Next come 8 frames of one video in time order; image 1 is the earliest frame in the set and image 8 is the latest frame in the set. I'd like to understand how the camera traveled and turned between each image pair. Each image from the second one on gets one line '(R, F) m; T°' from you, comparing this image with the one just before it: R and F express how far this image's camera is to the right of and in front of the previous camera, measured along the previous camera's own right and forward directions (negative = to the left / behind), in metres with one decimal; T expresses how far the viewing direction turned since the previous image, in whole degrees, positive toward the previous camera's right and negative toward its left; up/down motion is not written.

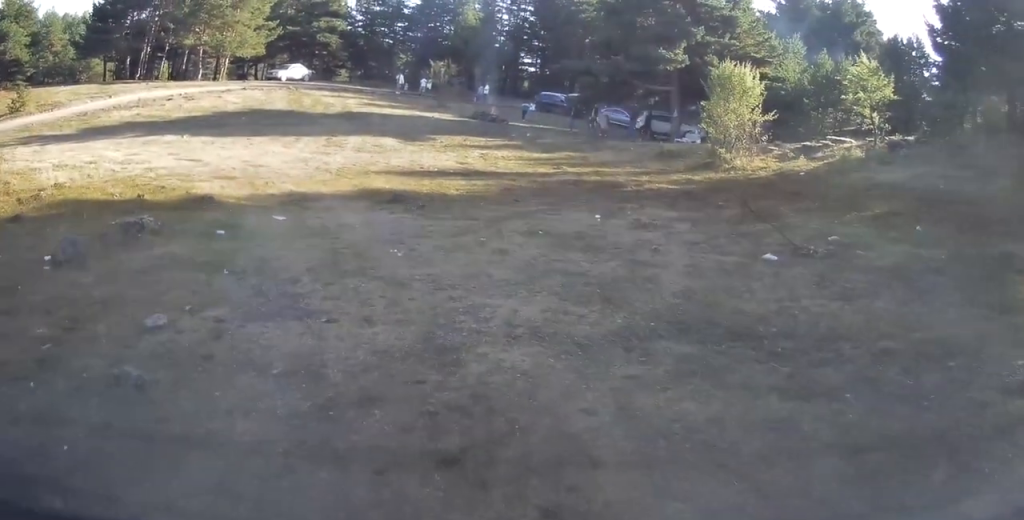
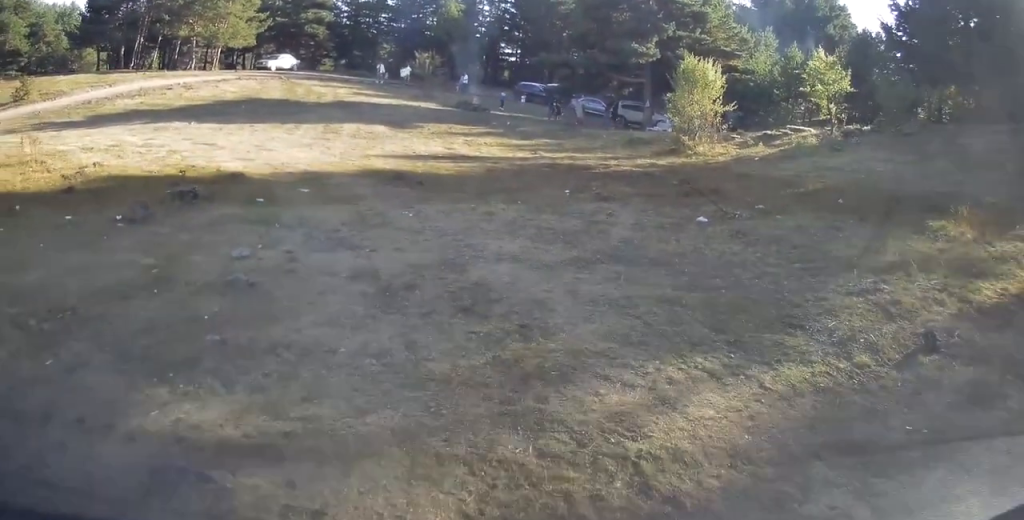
(+0.2, +1.7) m; +6°
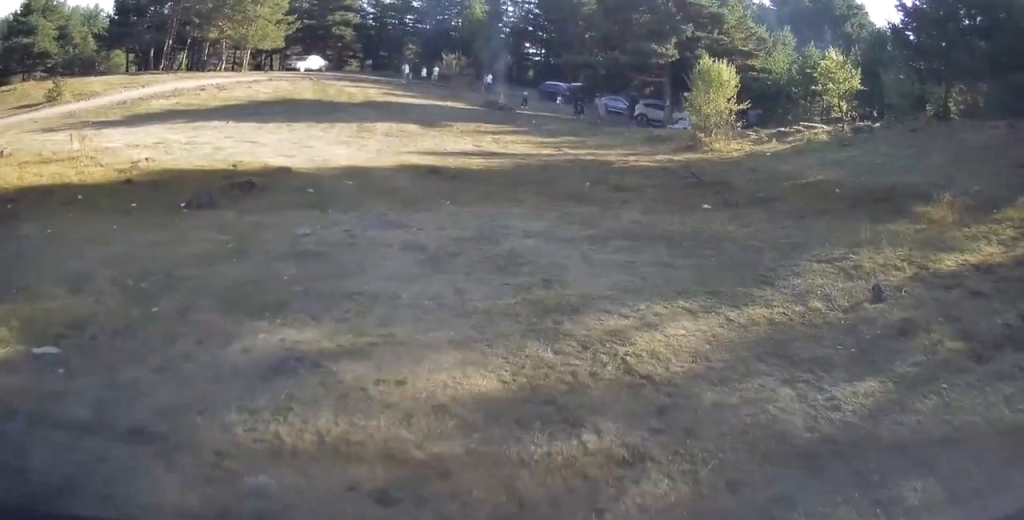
(0.0, +1.1) m; -3°
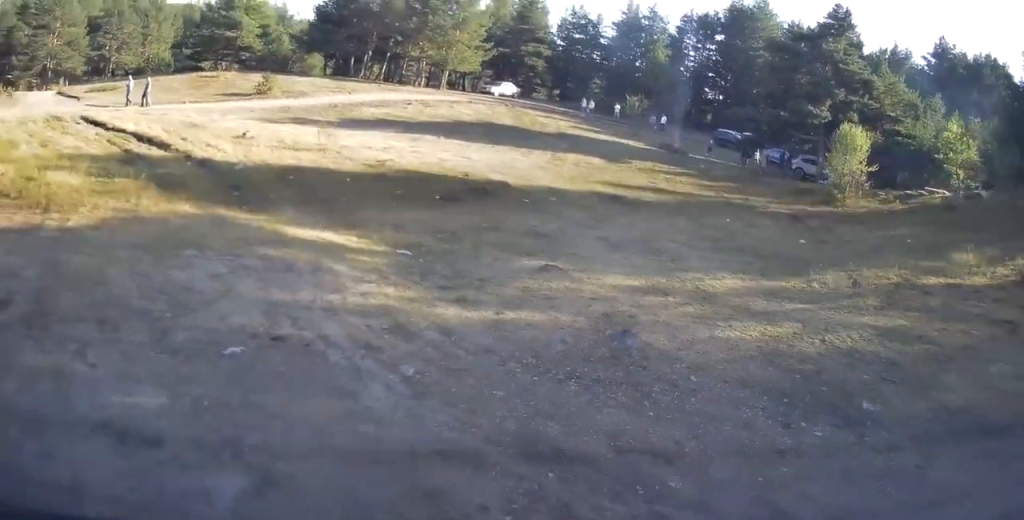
(-0.8, +4.0) m; -20°
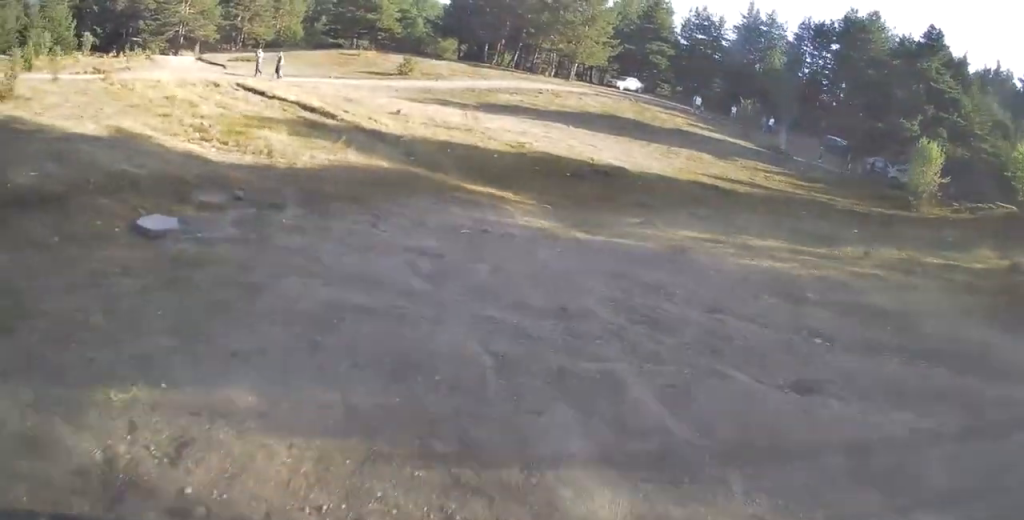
(-0.1, +3.7) m; -6°
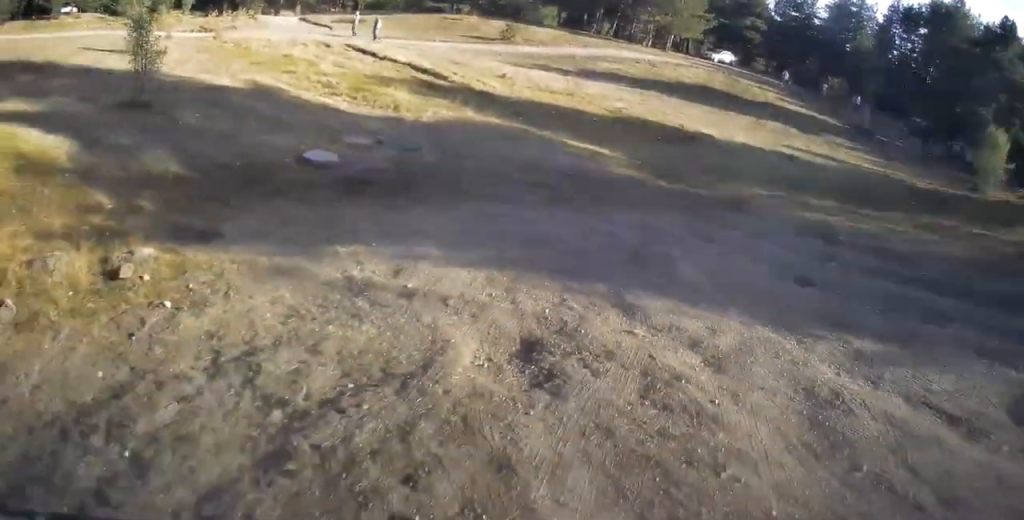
(-0.1, +2.1) m; -8°
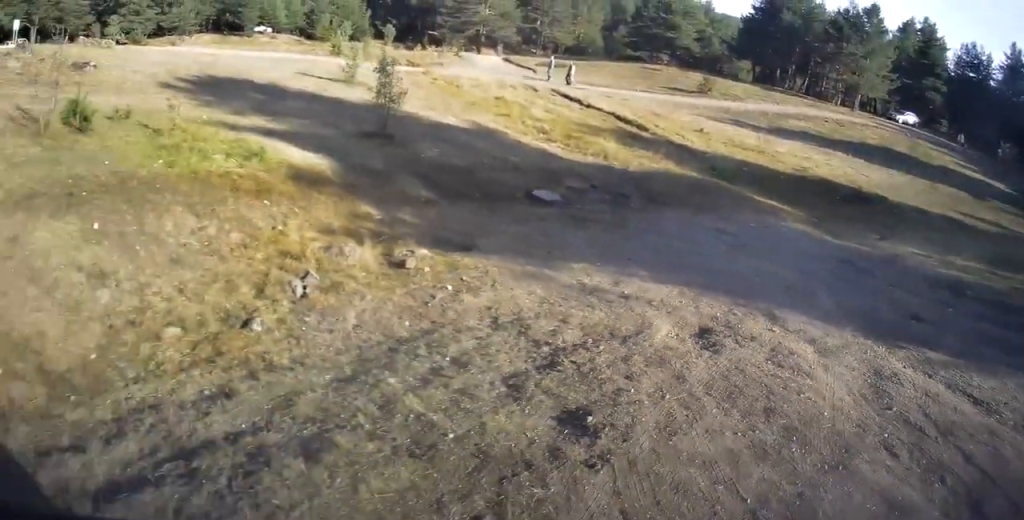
(-0.1, +2.2) m; -13°
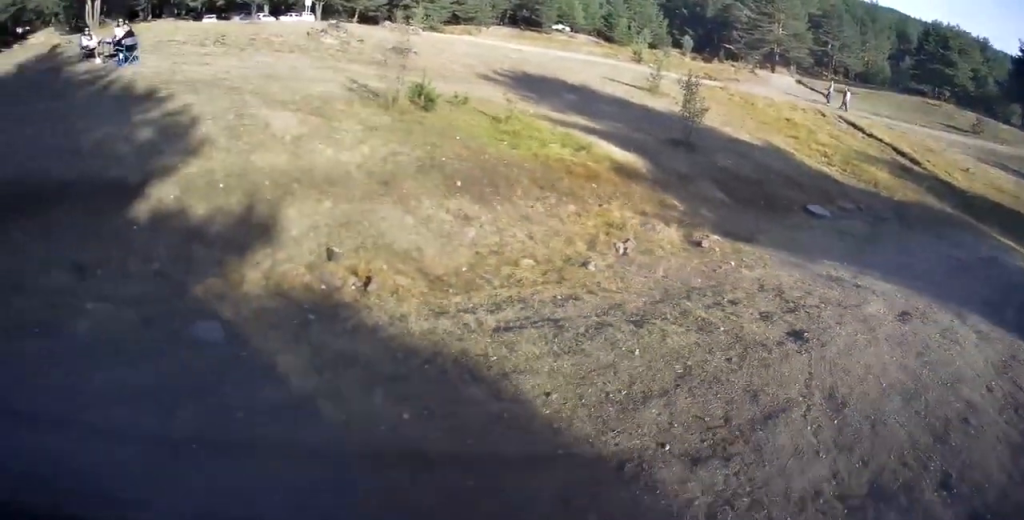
(-0.3, +2.2) m; -21°
